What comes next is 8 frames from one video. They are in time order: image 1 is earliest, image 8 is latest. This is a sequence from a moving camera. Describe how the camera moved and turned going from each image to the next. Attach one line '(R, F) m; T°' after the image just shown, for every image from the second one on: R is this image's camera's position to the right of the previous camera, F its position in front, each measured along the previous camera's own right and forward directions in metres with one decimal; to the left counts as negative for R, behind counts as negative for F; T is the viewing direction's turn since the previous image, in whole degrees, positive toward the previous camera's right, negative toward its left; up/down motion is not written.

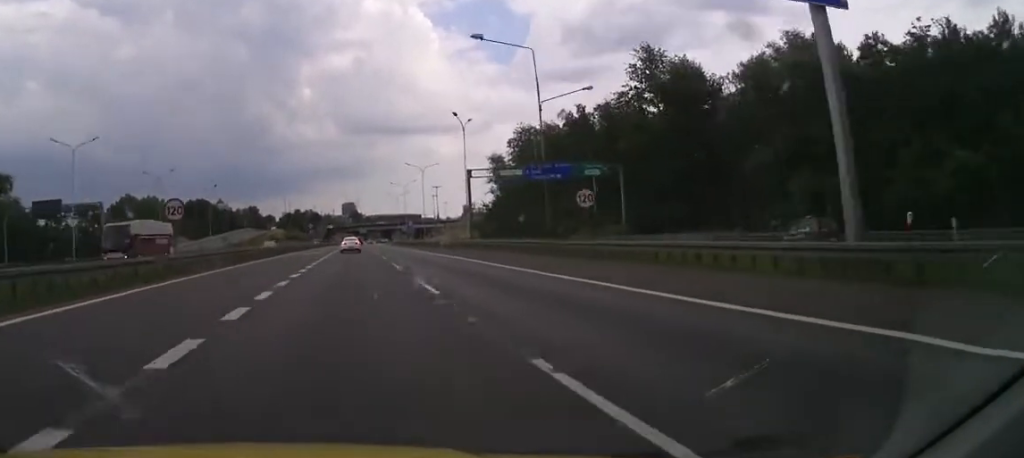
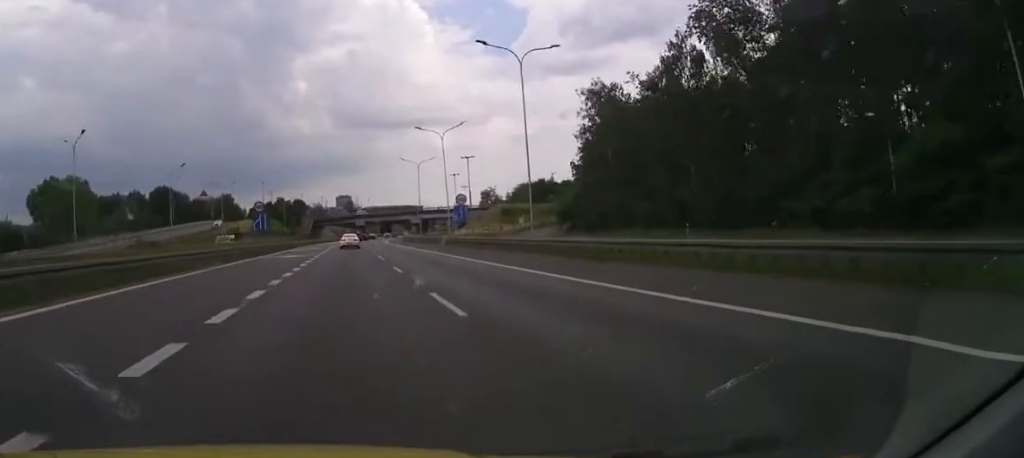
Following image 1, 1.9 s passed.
(-0.3, +65.5) m; 0°
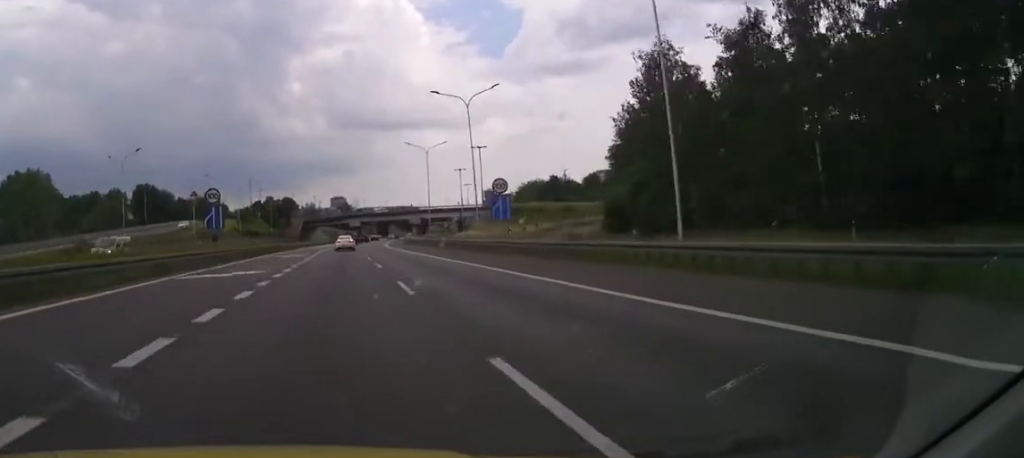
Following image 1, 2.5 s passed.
(0.0, +20.1) m; 0°
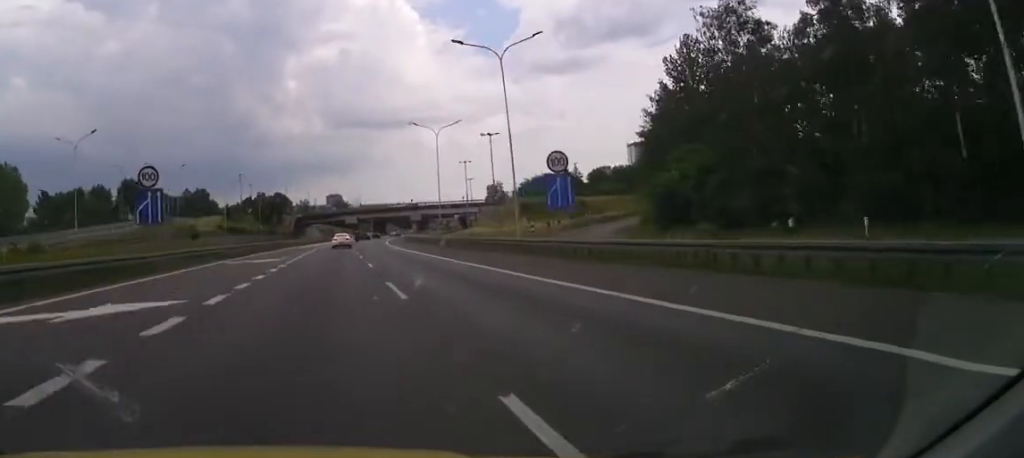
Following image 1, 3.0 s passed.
(0.0, +14.3) m; 0°
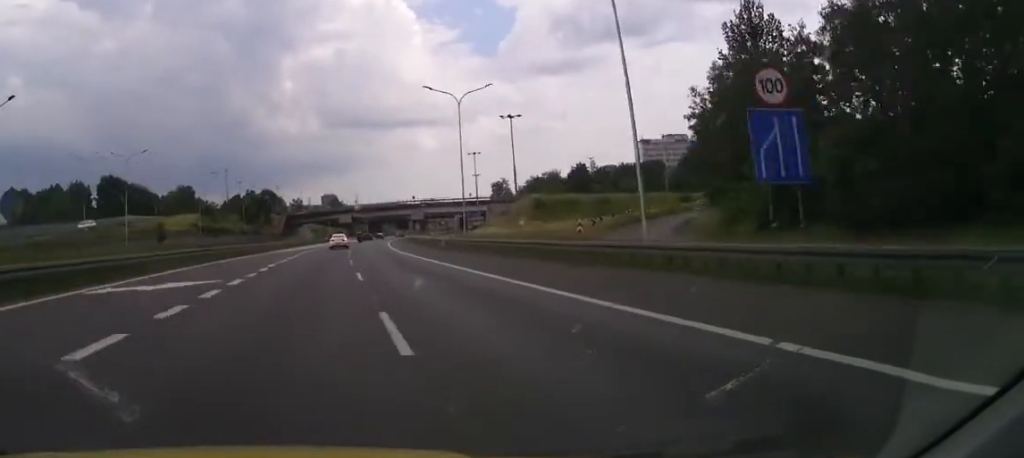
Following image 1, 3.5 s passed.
(0.0, +18.7) m; 0°
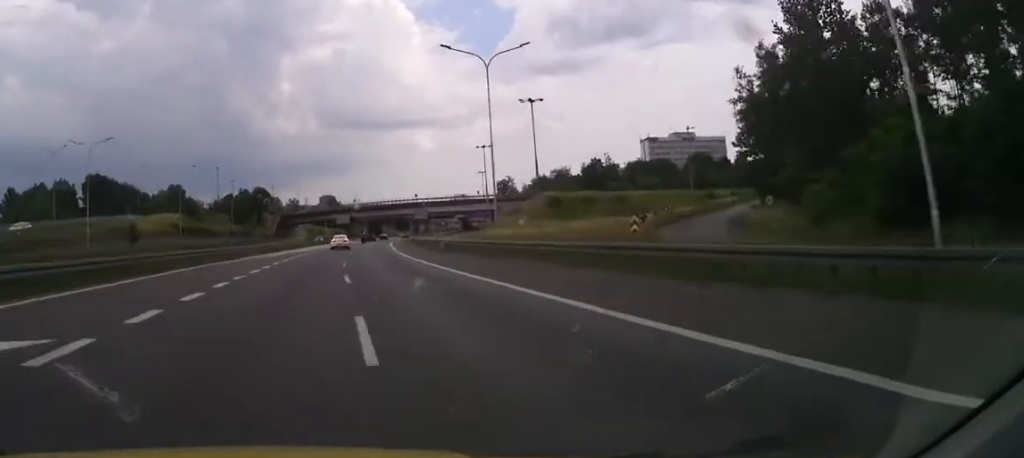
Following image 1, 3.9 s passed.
(0.0, +13.0) m; 0°
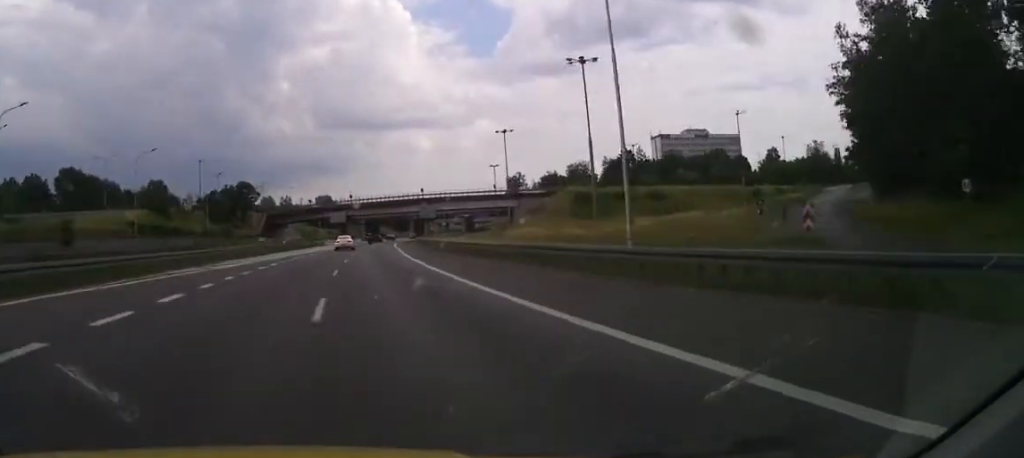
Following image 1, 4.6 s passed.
(+0.1, +21.4) m; 0°
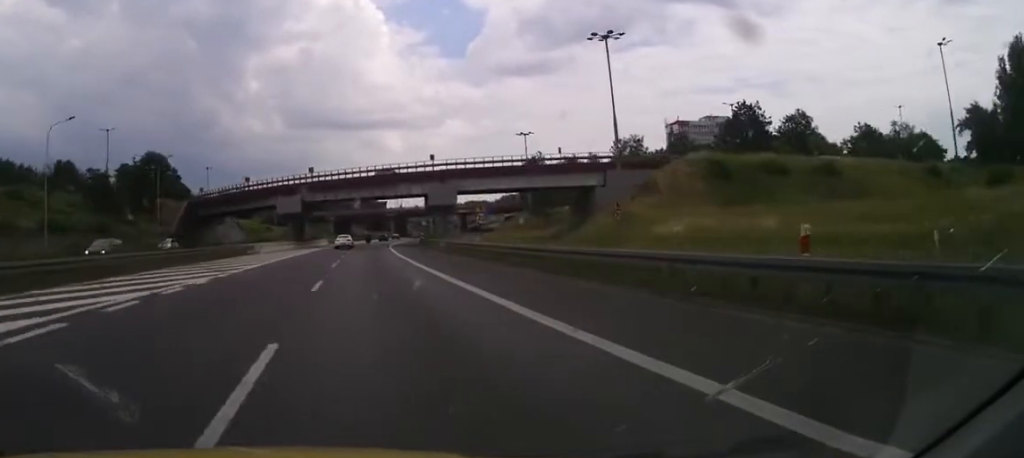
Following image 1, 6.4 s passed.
(+0.7, +56.3) m; +1°
